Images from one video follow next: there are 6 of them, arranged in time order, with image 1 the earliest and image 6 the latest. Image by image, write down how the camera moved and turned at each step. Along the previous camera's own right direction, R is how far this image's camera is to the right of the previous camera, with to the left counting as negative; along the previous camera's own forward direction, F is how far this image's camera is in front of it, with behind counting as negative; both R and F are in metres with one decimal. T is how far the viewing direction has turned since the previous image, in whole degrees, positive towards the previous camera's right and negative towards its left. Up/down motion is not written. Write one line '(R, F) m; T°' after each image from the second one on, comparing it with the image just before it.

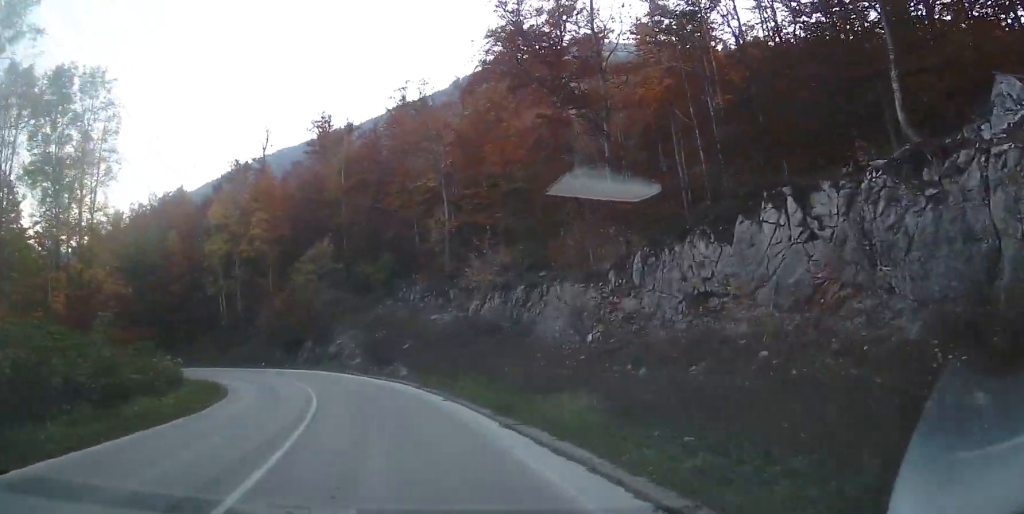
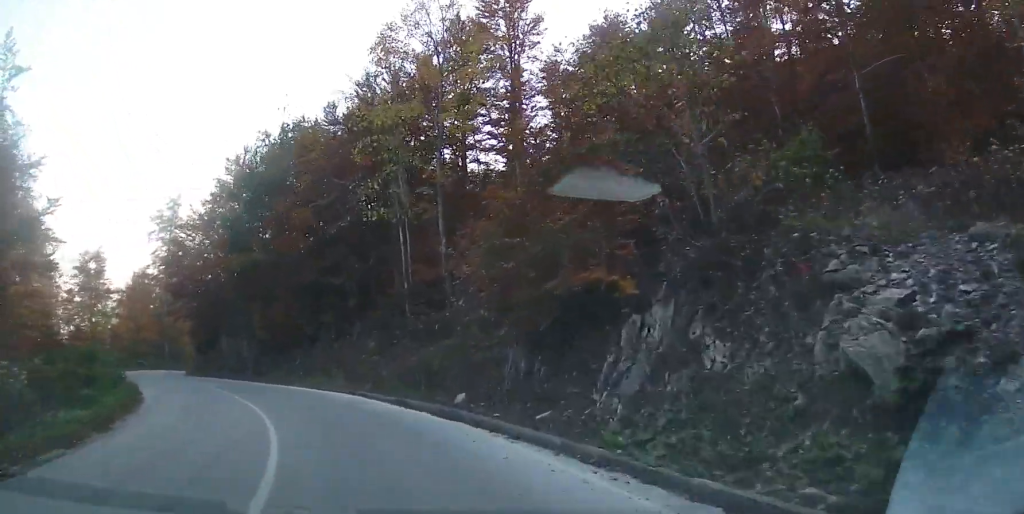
(-6.3, +33.4) m; -30°
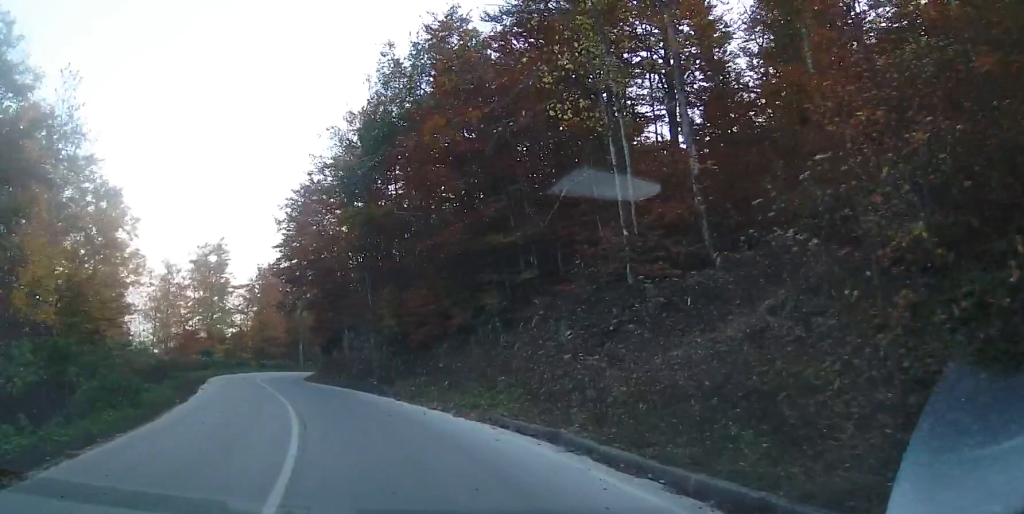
(-1.5, +11.0) m; -12°
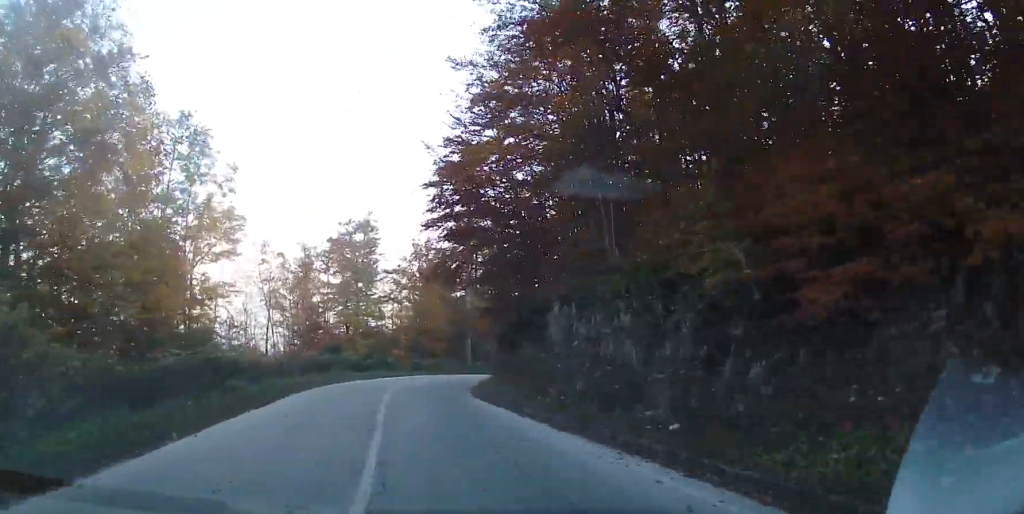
(-1.4, +16.8) m; -8°
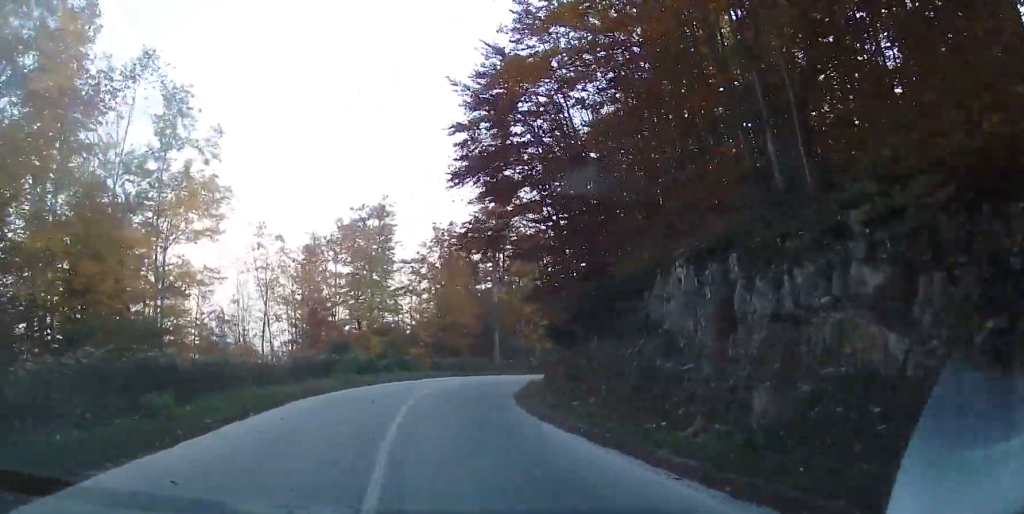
(-0.4, +7.4) m; -3°
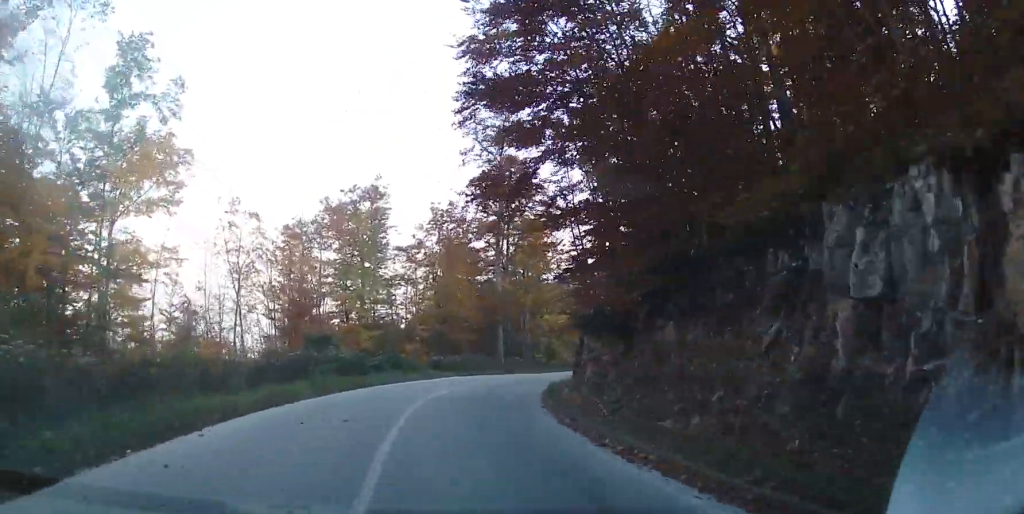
(-0.1, +5.8) m; -2°
